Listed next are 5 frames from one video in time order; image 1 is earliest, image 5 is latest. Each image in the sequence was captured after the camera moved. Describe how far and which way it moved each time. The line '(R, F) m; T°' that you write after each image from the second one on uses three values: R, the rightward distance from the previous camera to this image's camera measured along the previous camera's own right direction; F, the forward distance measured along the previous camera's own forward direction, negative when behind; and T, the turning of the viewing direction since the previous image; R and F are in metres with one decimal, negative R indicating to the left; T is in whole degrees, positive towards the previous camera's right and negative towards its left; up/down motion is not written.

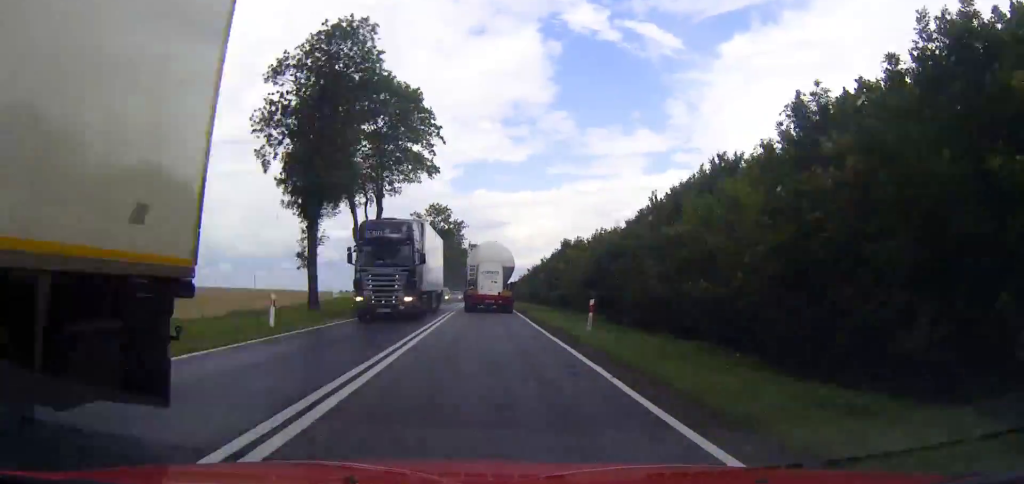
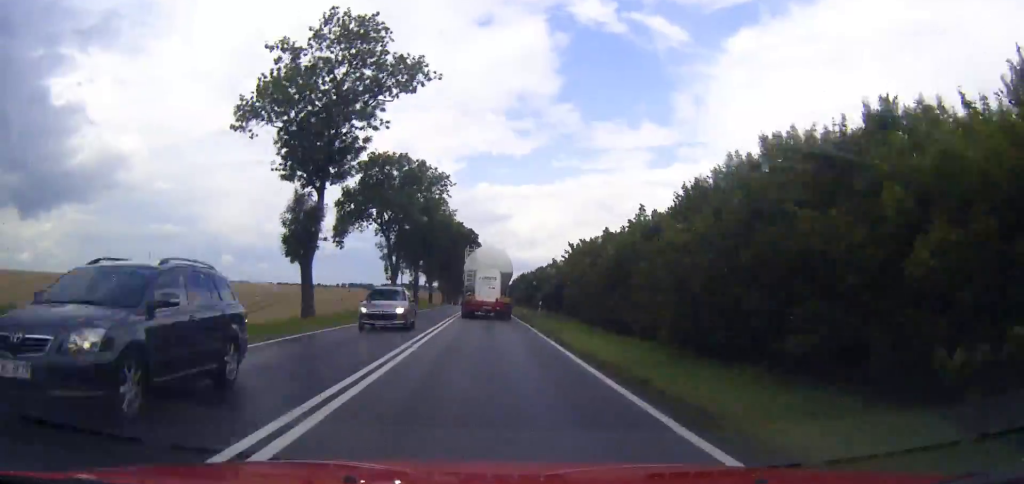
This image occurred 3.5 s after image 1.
(0.0, +79.9) m; 0°
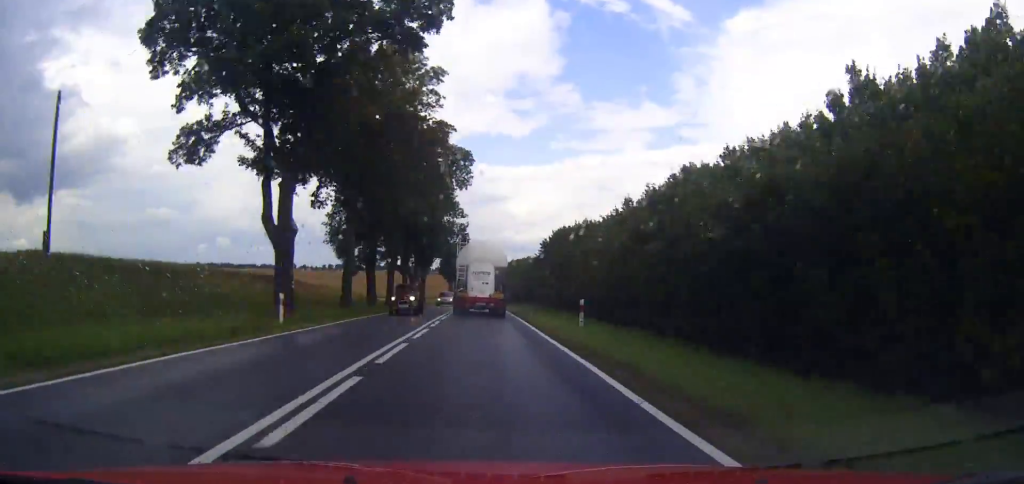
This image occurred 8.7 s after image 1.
(+0.1, +118.7) m; 0°
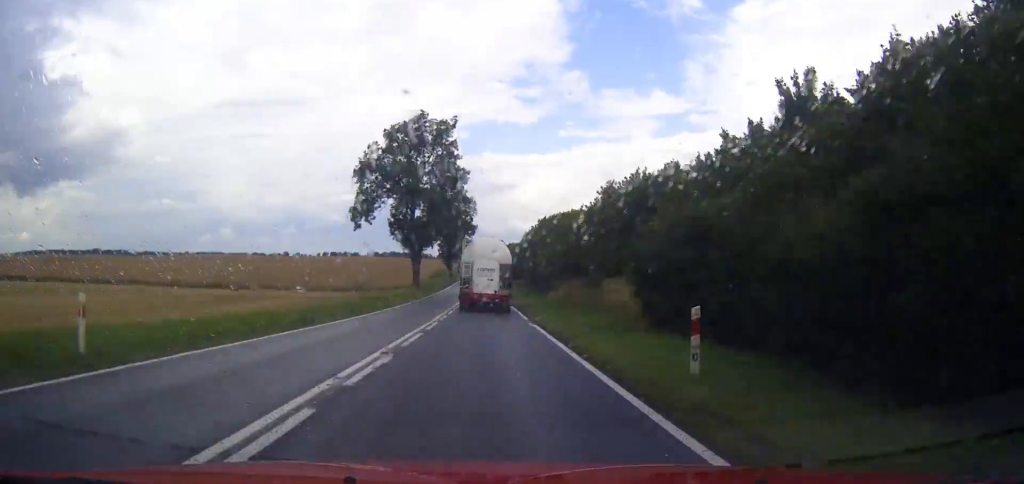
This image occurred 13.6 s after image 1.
(-0.3, +113.2) m; 0°
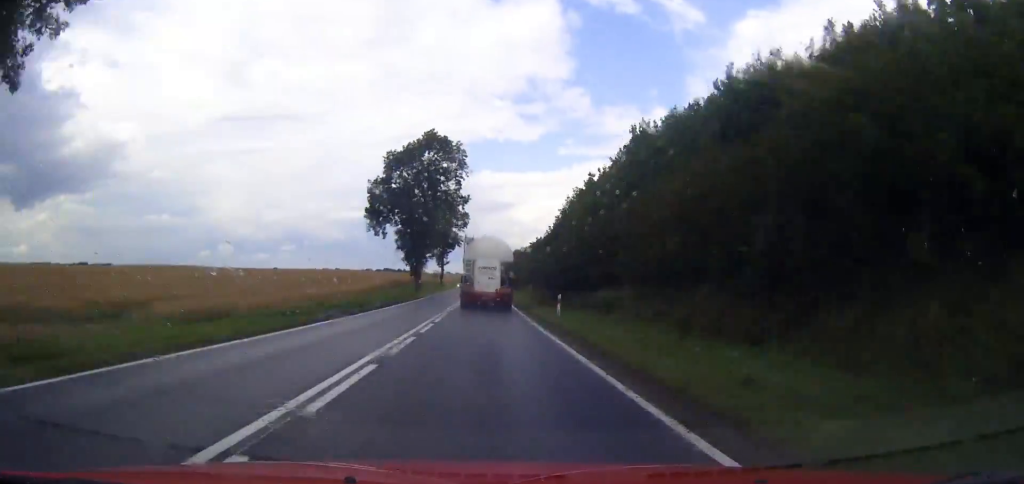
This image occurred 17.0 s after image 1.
(+0.3, +79.2) m; 0°
